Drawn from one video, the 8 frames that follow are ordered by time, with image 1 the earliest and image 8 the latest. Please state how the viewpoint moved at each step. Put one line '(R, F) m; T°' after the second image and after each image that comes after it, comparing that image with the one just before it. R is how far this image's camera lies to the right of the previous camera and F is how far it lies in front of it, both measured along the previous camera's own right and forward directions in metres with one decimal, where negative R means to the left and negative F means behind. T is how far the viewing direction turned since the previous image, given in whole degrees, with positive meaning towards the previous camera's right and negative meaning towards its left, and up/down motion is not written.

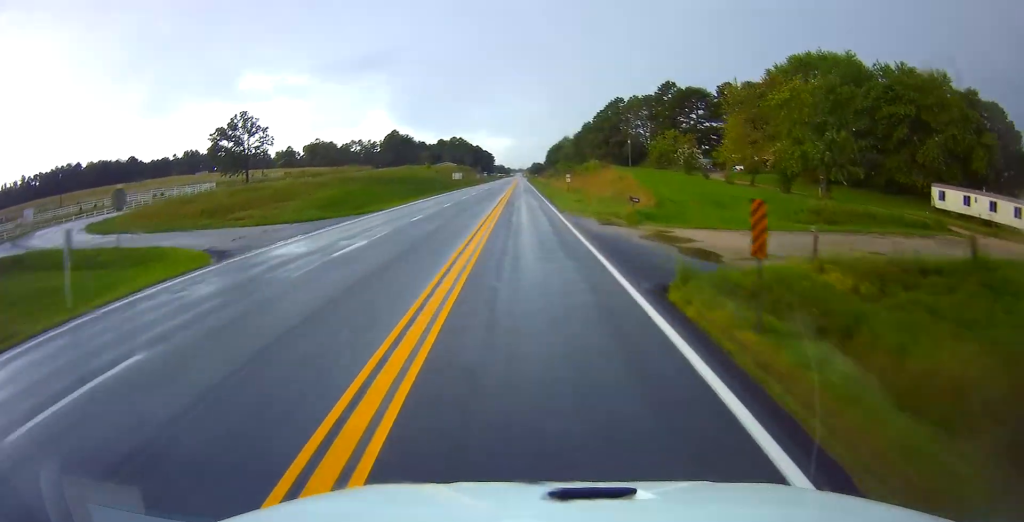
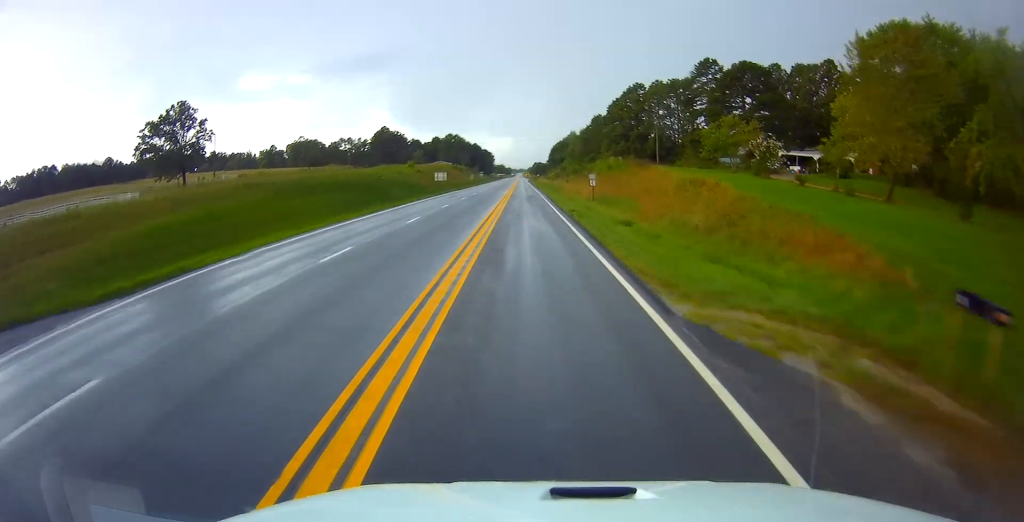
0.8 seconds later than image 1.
(-0.2, +25.3) m; 0°
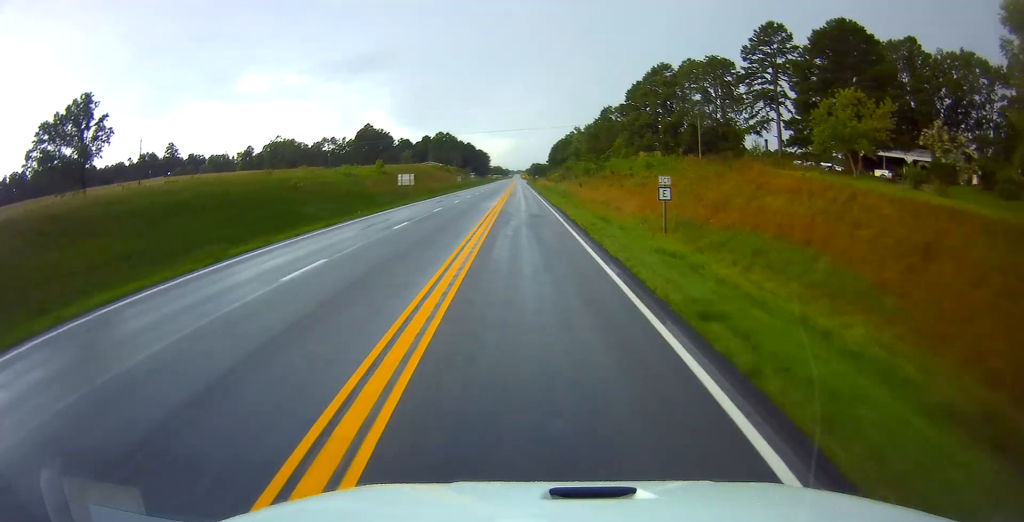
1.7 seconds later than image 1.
(+0.1, +26.4) m; 0°
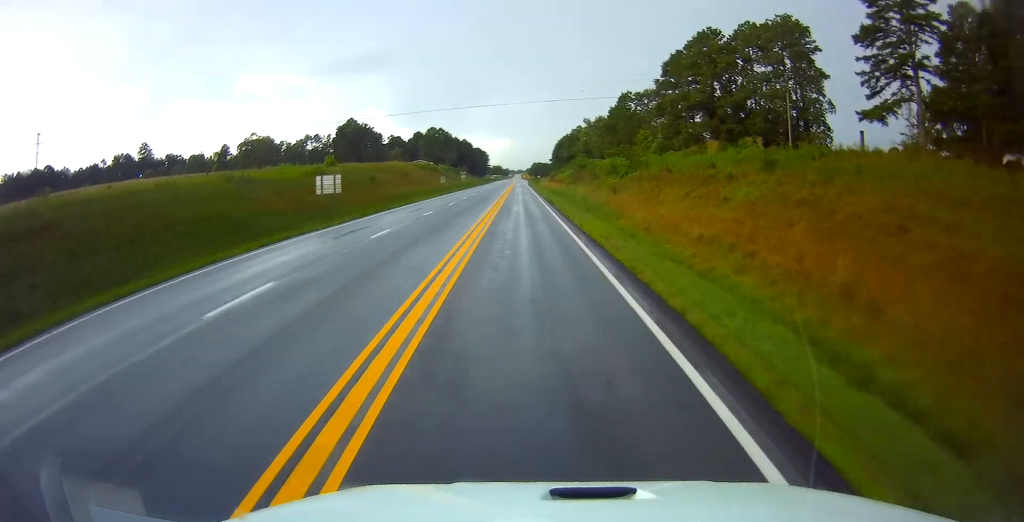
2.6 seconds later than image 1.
(-0.2, +27.5) m; -1°
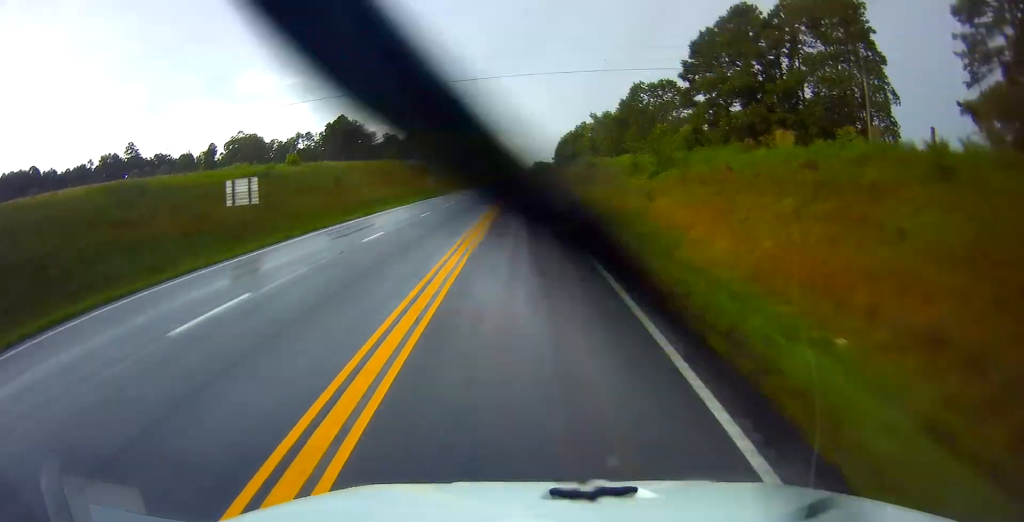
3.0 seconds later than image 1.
(0.0, +13.2) m; 0°
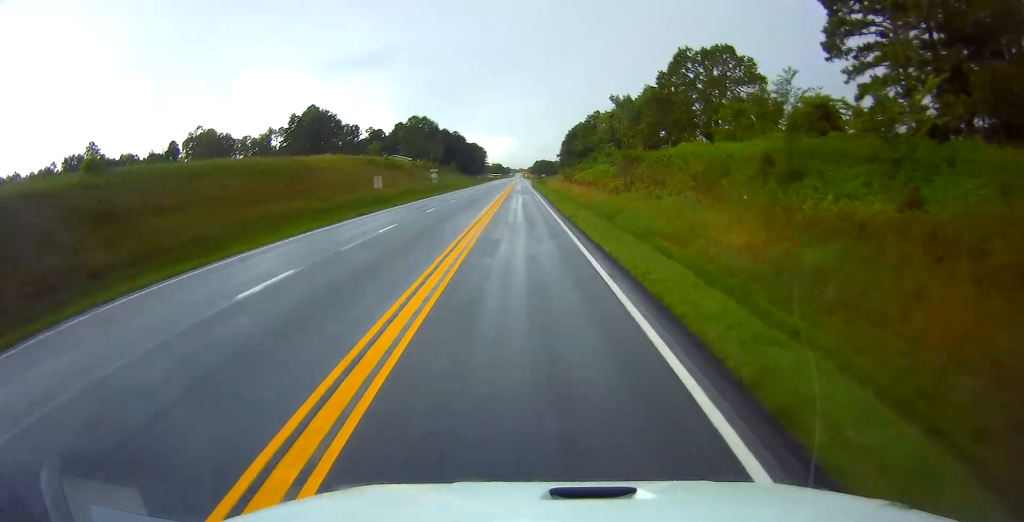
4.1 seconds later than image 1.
(-0.2, +33.5) m; 0°
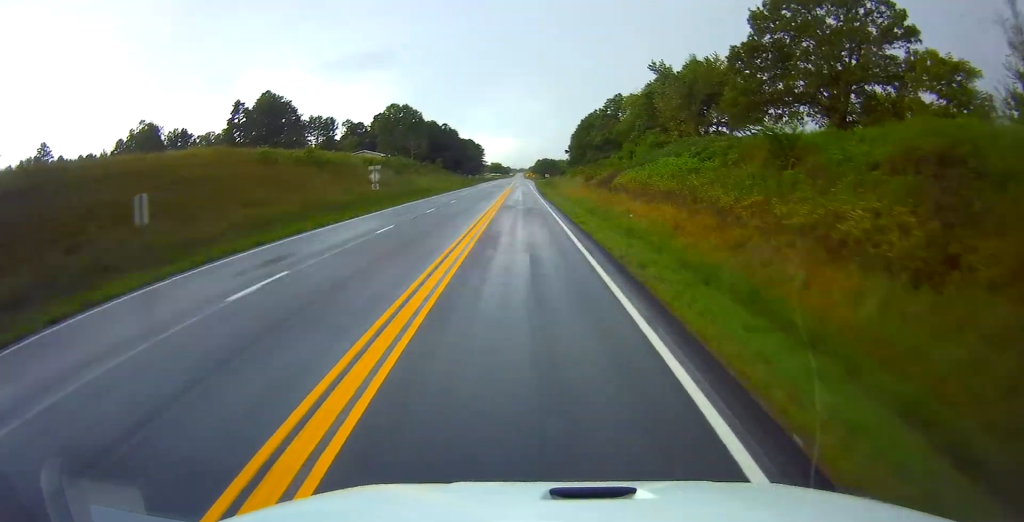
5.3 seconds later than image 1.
(+0.5, +36.6) m; +1°
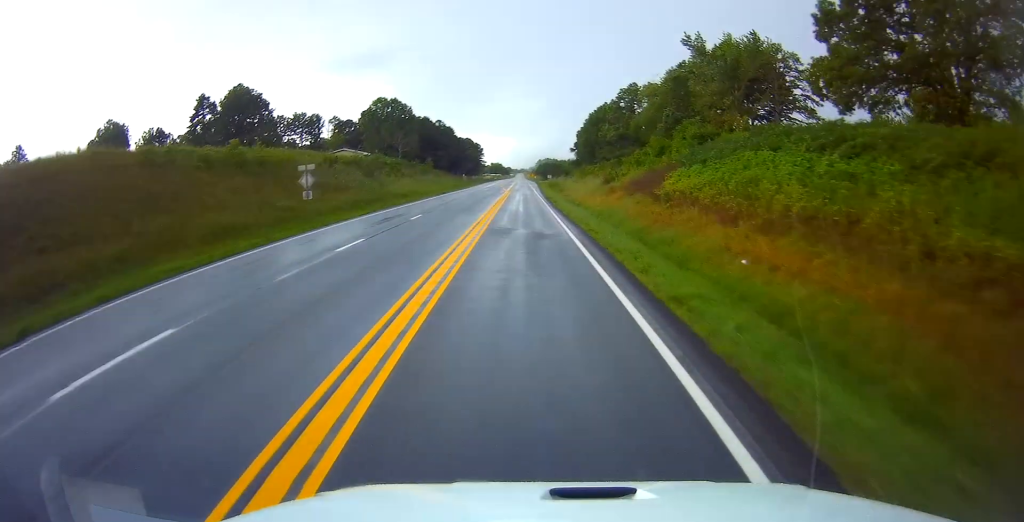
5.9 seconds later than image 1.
(+0.1, +17.3) m; 0°
